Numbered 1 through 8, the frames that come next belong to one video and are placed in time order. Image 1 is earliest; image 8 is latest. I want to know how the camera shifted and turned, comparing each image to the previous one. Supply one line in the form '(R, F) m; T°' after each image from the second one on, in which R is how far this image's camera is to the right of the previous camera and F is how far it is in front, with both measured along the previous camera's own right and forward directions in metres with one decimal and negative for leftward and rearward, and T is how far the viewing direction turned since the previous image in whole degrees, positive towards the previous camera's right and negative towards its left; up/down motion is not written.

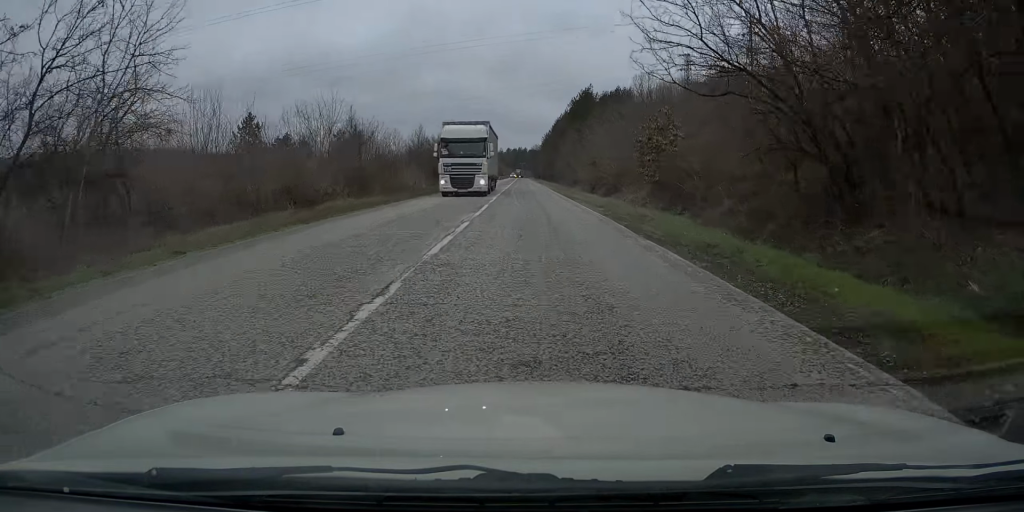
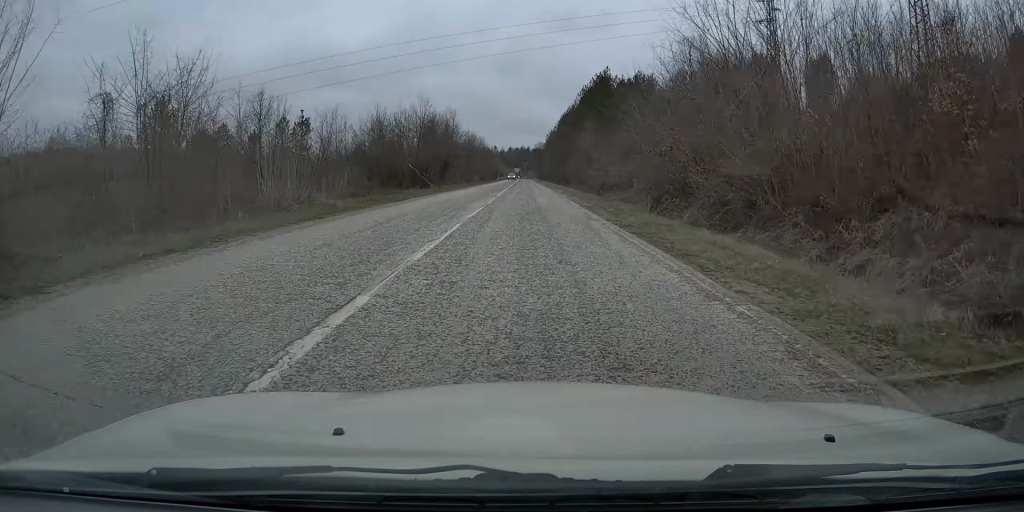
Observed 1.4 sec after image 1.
(+0.2, +27.4) m; 0°
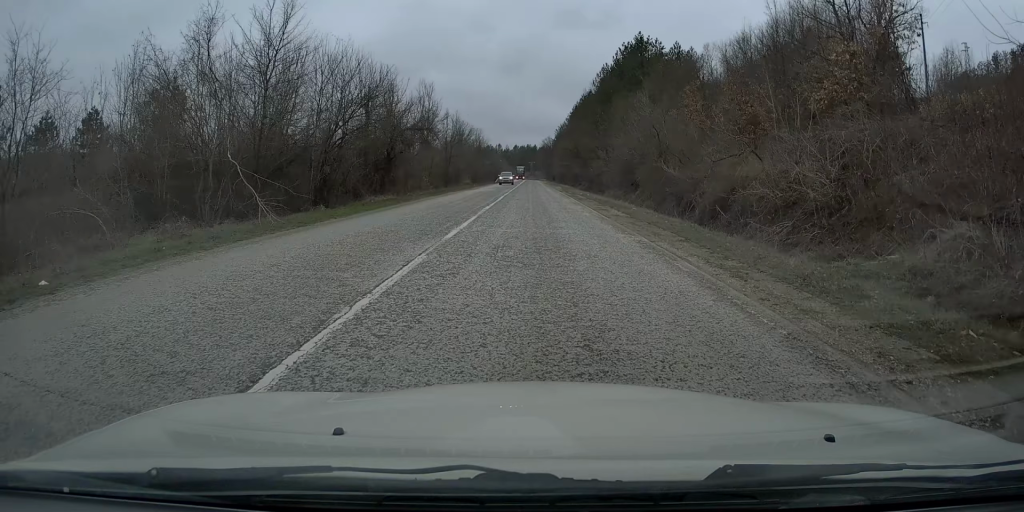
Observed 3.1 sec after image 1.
(-0.3, +32.4) m; -1°
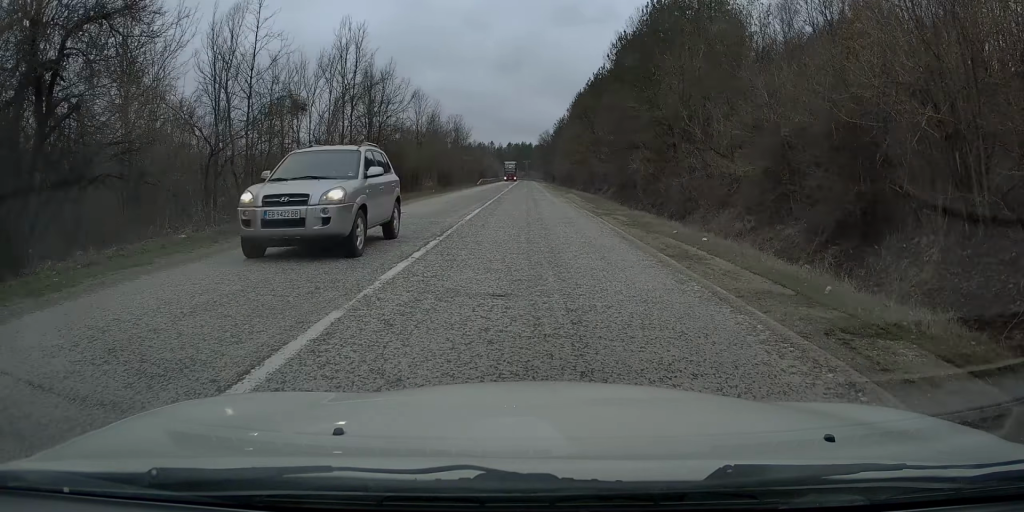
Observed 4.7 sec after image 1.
(0.0, +31.1) m; 0°
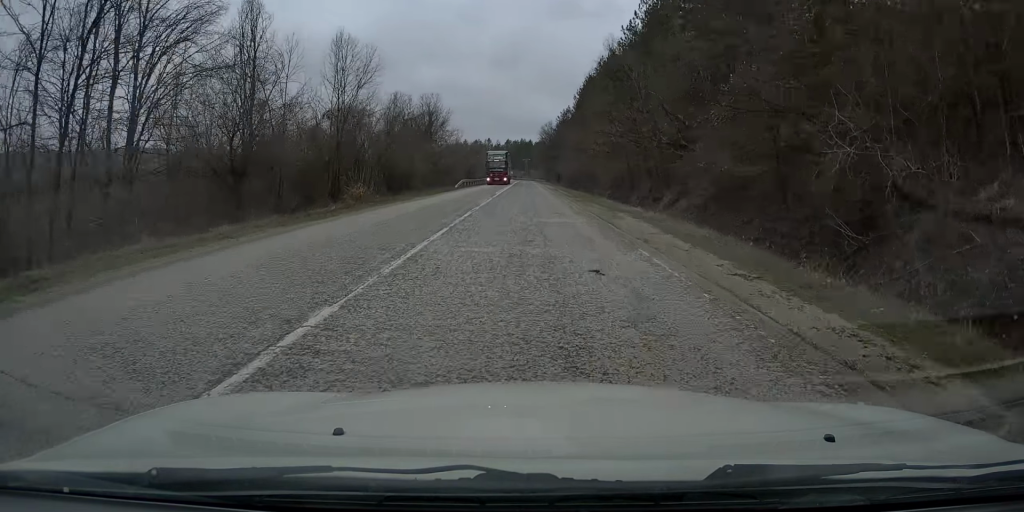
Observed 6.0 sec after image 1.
(+0.1, +26.5) m; +1°
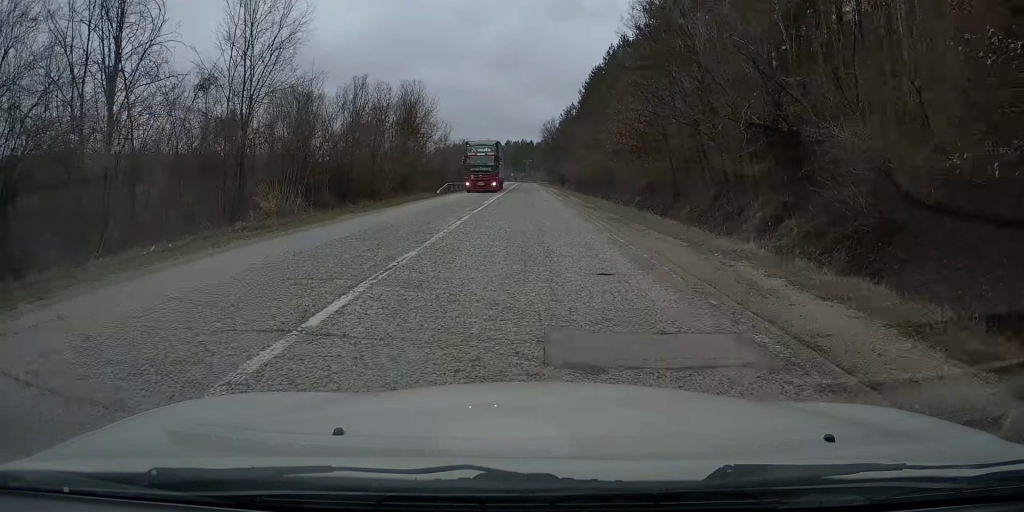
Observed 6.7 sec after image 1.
(+0.1, +12.9) m; 0°
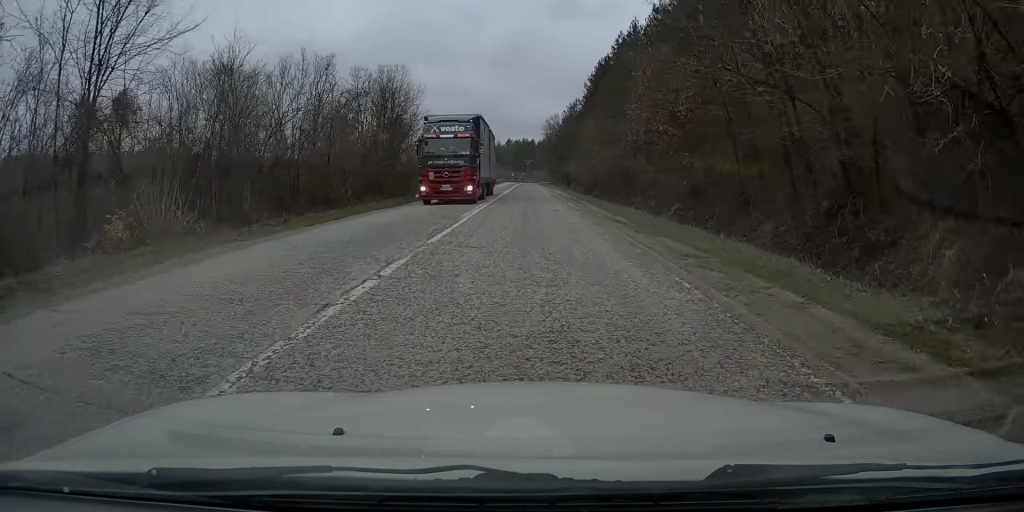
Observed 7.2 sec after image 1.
(0.0, +9.6) m; 0°
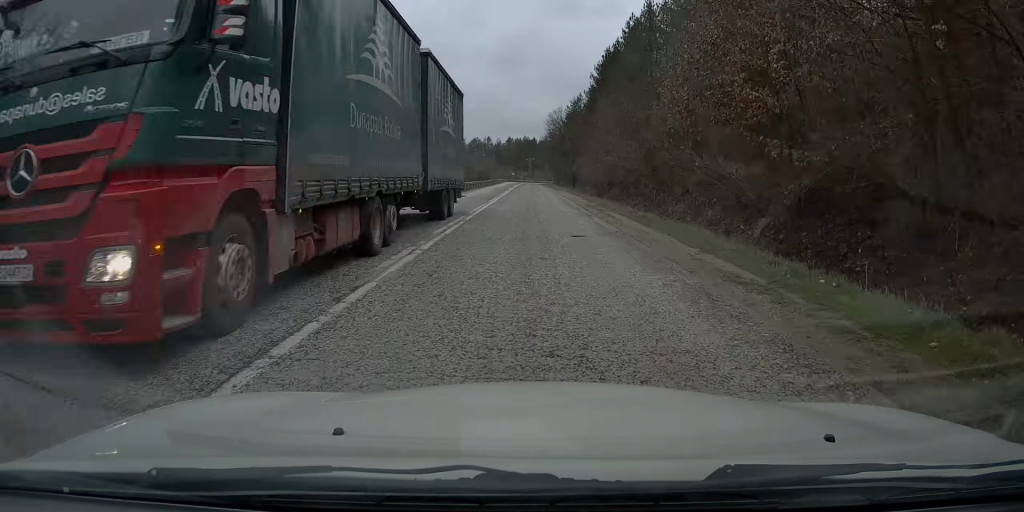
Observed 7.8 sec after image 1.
(0.0, +10.9) m; 0°
